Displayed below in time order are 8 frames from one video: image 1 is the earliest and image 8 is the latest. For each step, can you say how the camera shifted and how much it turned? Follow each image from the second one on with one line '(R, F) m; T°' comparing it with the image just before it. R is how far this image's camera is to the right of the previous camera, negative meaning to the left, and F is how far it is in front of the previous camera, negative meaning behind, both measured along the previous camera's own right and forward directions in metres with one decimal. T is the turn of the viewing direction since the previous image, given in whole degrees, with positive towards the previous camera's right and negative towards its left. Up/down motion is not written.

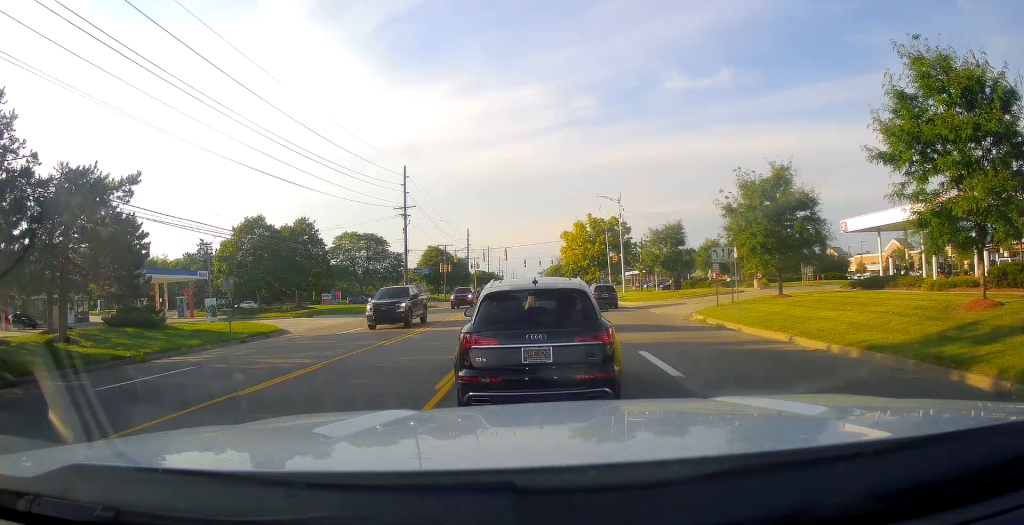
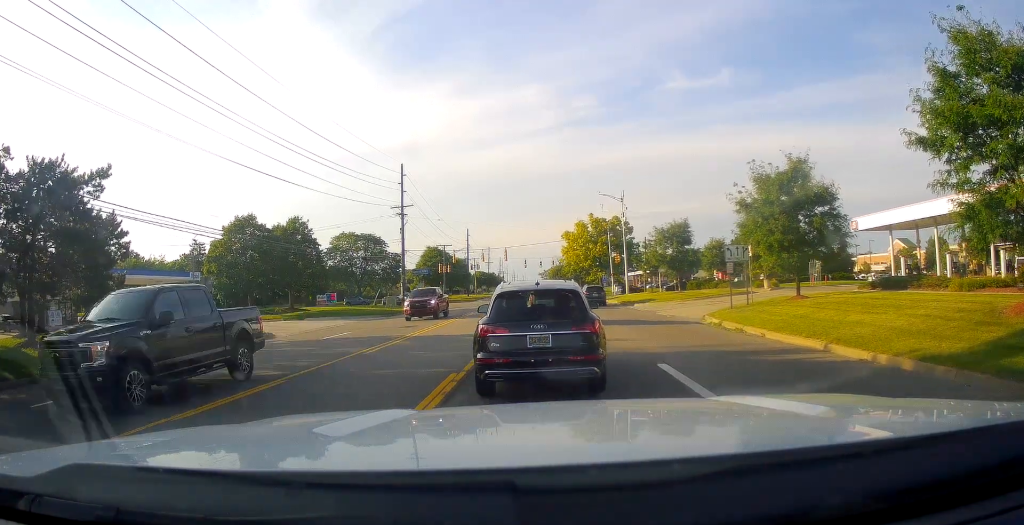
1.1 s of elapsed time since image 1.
(0.0, 0.0) m; 0°
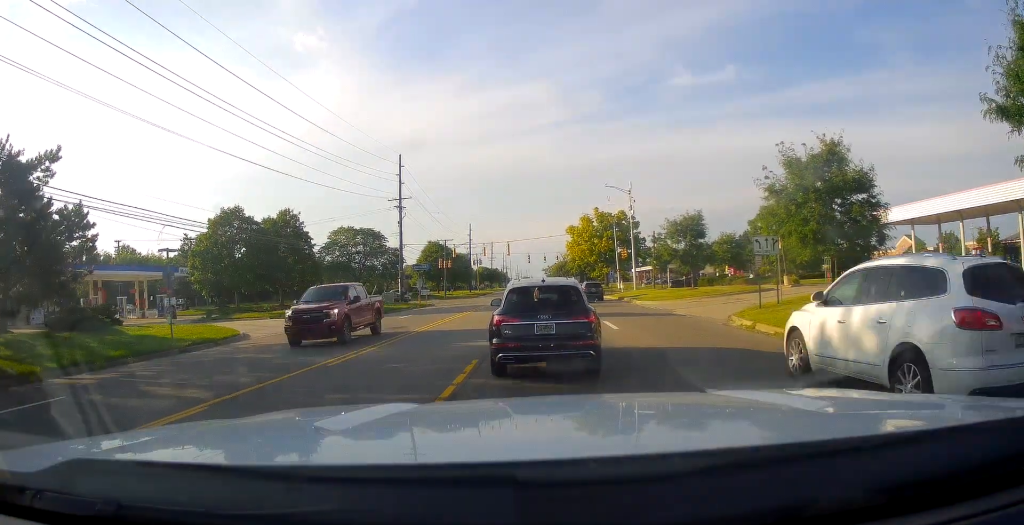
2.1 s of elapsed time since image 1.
(0.0, 0.0) m; 0°
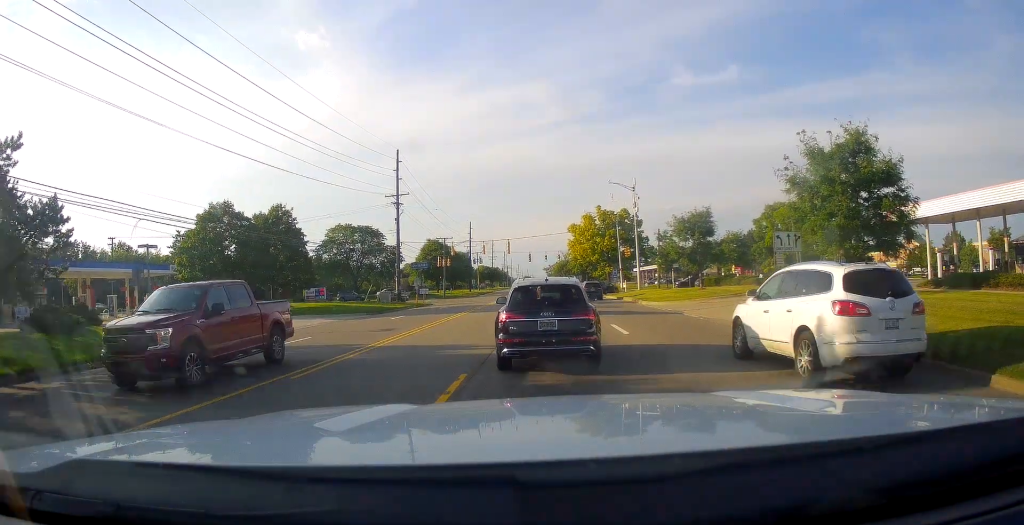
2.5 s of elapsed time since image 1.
(0.0, 0.0) m; 0°
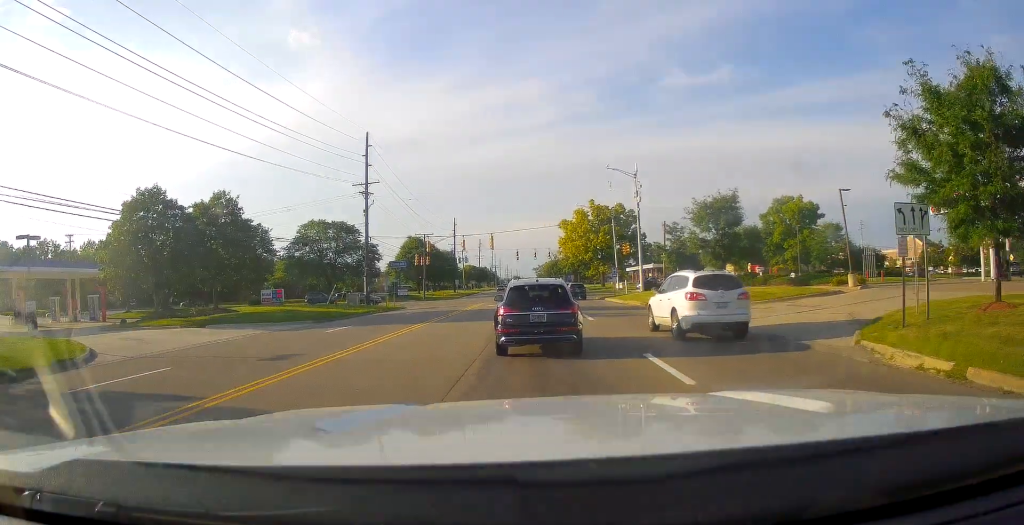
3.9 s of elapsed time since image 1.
(0.0, +5.1) m; 0°
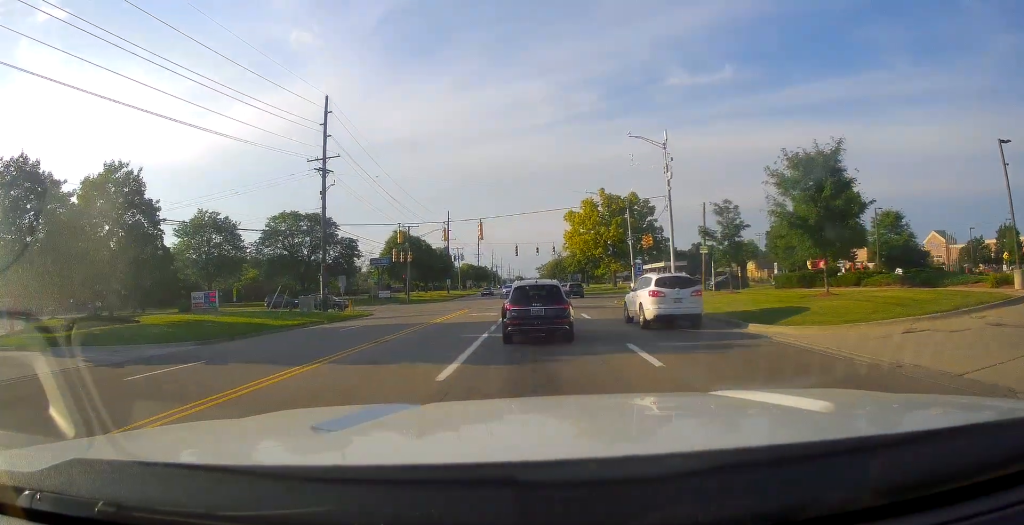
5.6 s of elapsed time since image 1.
(0.0, +12.0) m; 0°
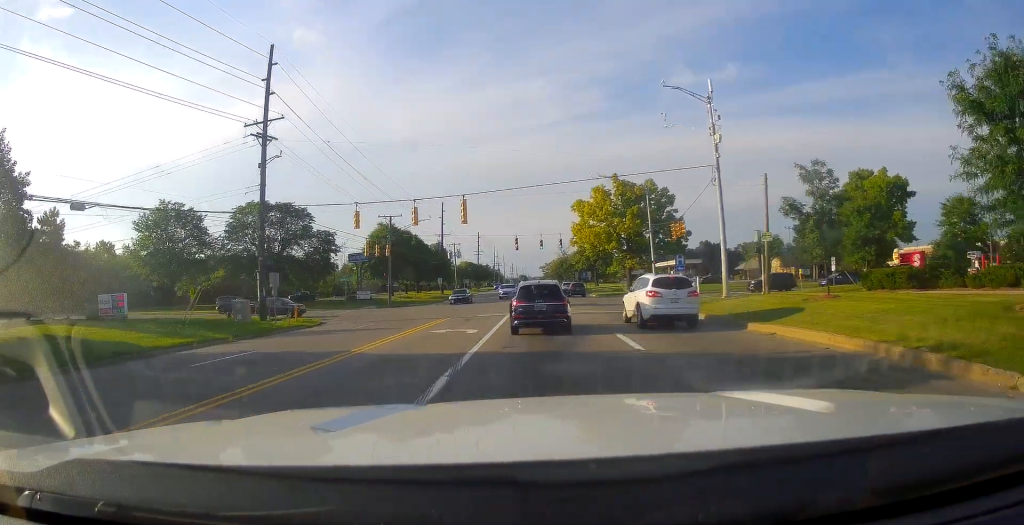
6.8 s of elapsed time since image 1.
(0.0, +11.4) m; 0°
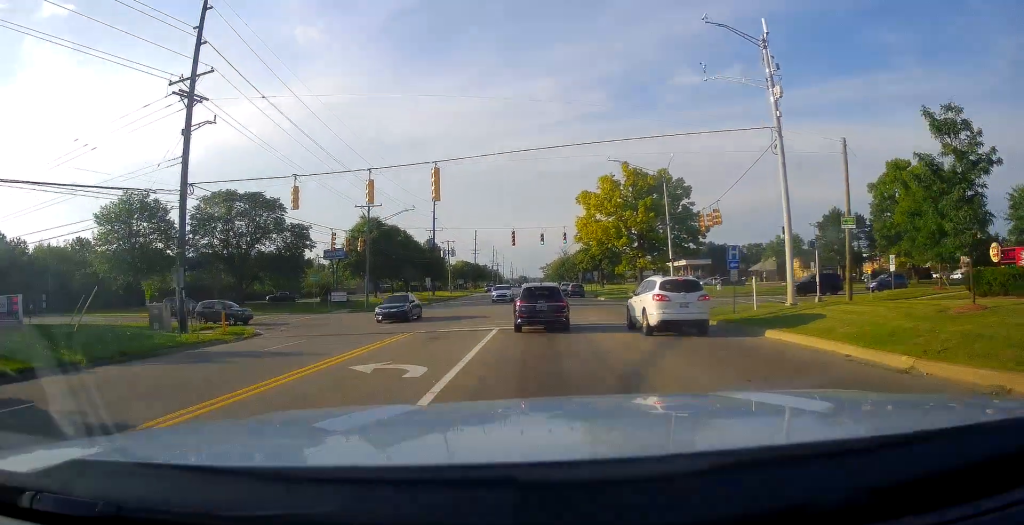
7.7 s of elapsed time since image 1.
(0.0, +8.5) m; -1°
